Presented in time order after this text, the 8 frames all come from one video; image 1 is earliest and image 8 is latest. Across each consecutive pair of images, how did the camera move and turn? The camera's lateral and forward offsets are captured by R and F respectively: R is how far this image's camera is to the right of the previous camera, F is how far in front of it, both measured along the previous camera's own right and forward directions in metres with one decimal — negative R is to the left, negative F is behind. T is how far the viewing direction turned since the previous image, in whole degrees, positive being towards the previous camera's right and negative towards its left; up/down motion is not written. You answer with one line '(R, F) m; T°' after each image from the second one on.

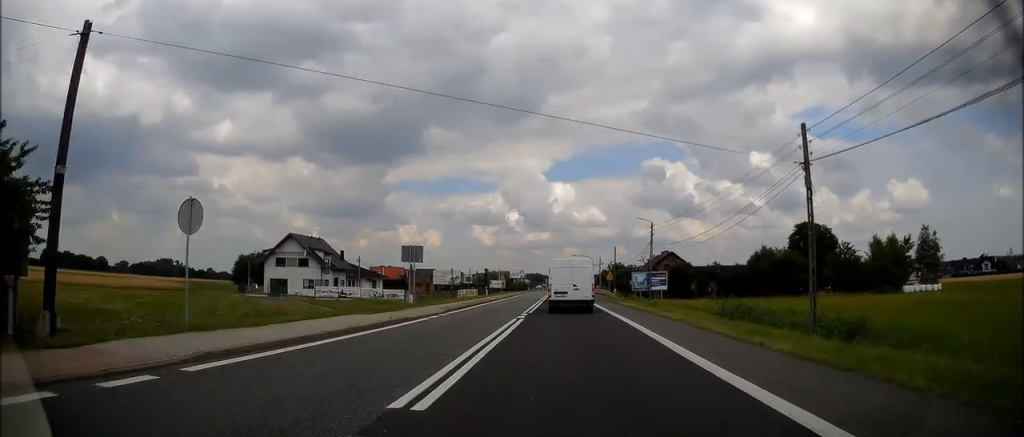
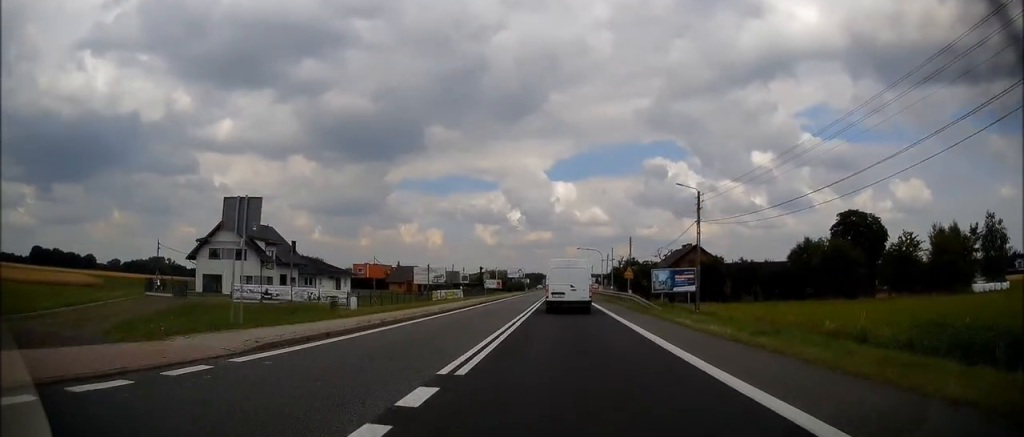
(+0.1, +18.7) m; 0°
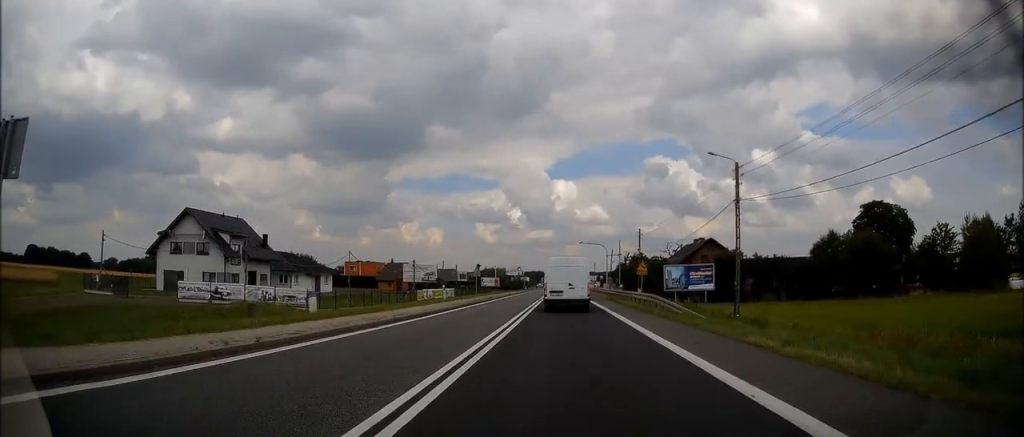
(-0.2, +8.2) m; 0°
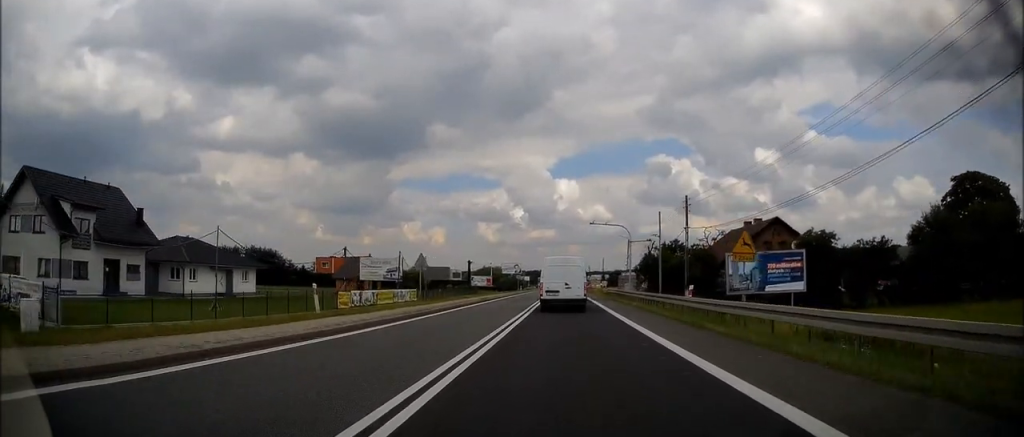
(+0.2, +24.0) m; 0°
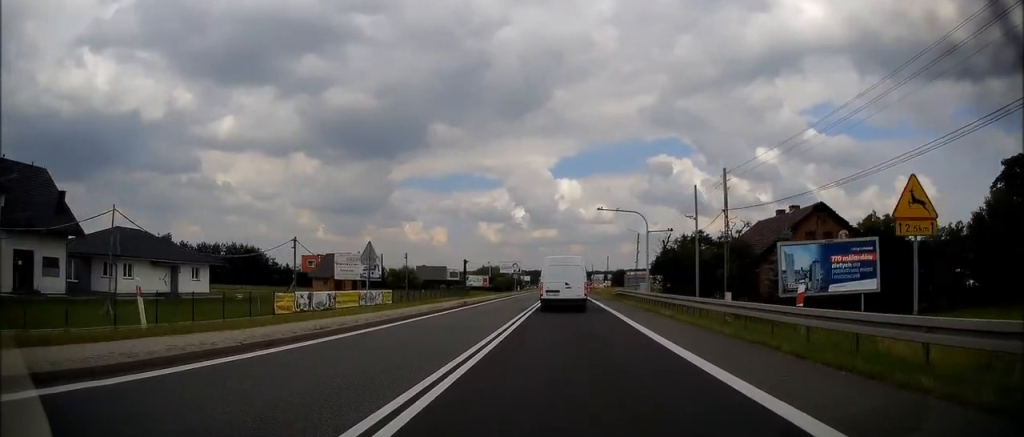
(-0.2, +9.9) m; 0°
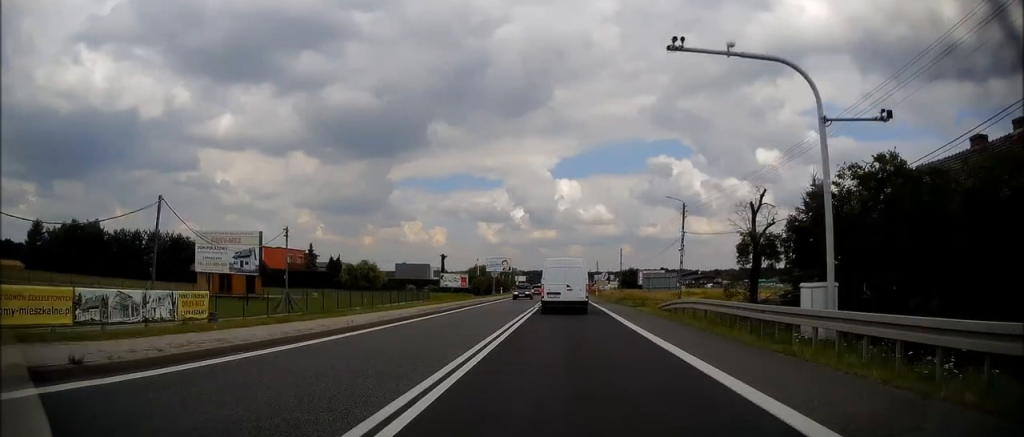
(-0.1, +29.5) m; 0°
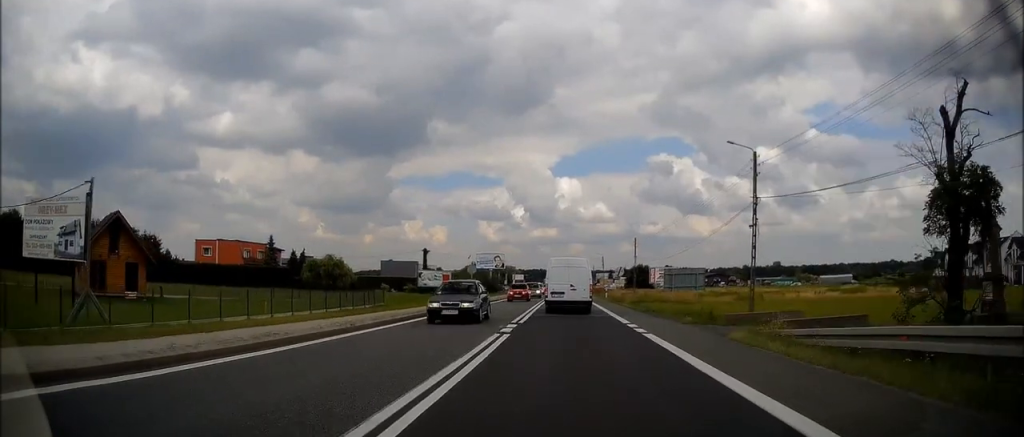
(0.0, +17.8) m; 0°
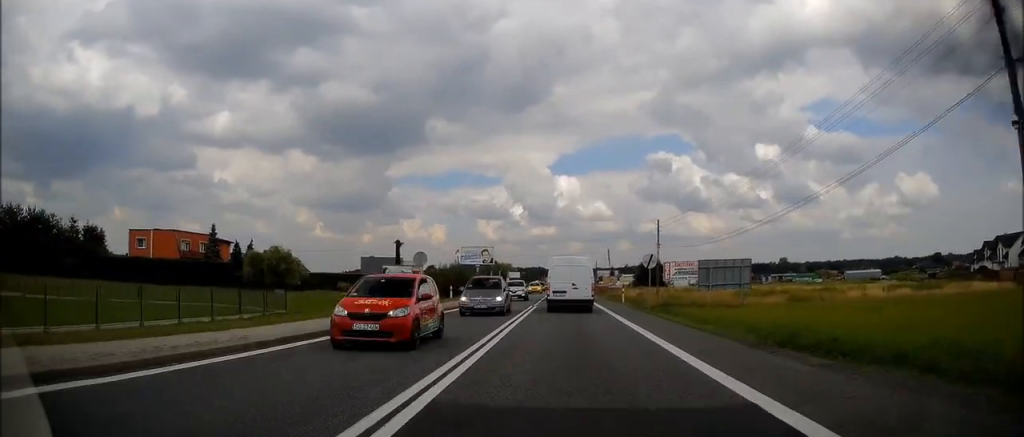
(0.0, +18.8) m; 0°
